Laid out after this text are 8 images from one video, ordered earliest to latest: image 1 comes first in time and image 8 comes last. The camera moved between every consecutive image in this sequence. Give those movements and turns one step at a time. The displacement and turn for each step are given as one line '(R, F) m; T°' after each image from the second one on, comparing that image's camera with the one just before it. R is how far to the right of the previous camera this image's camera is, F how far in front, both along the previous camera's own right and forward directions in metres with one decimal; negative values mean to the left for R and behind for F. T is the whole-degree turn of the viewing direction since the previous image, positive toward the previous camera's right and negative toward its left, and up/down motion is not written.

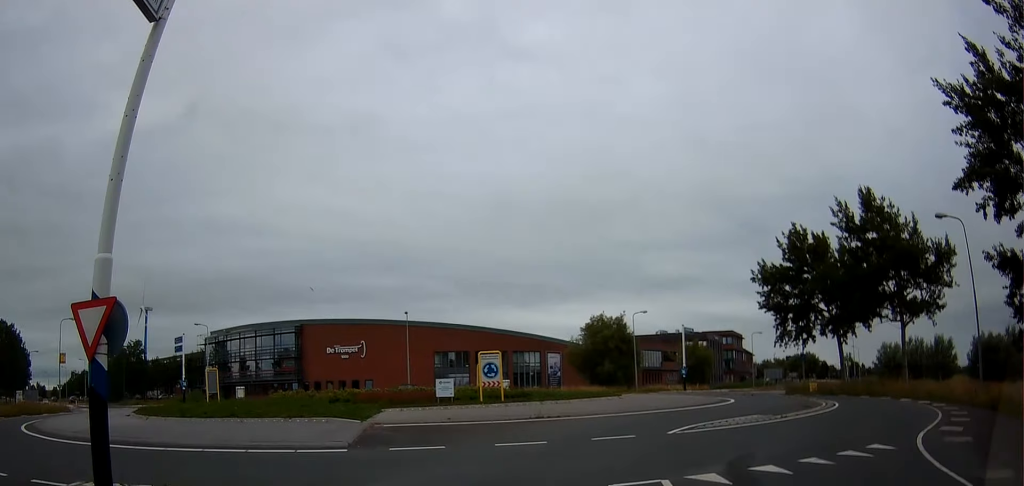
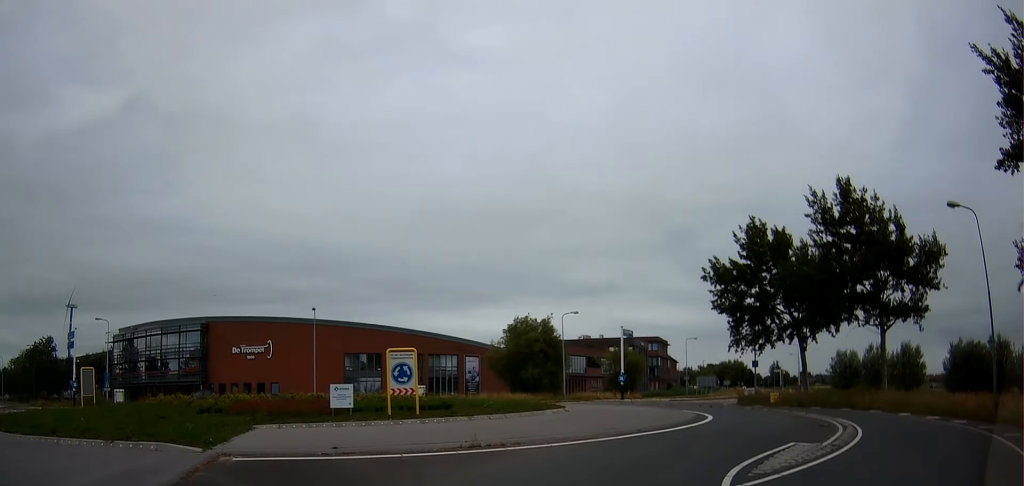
(+0.2, +6.5) m; +12°
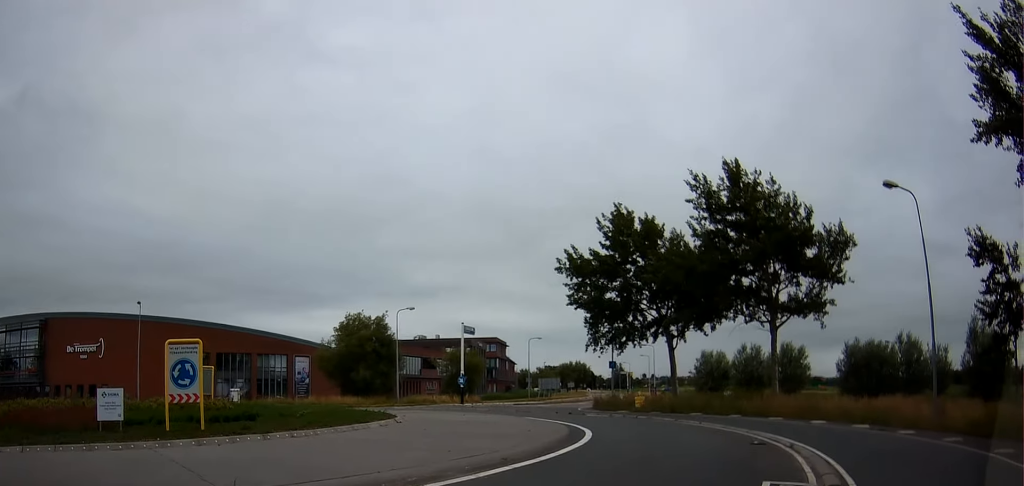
(+0.7, +4.9) m; +15°
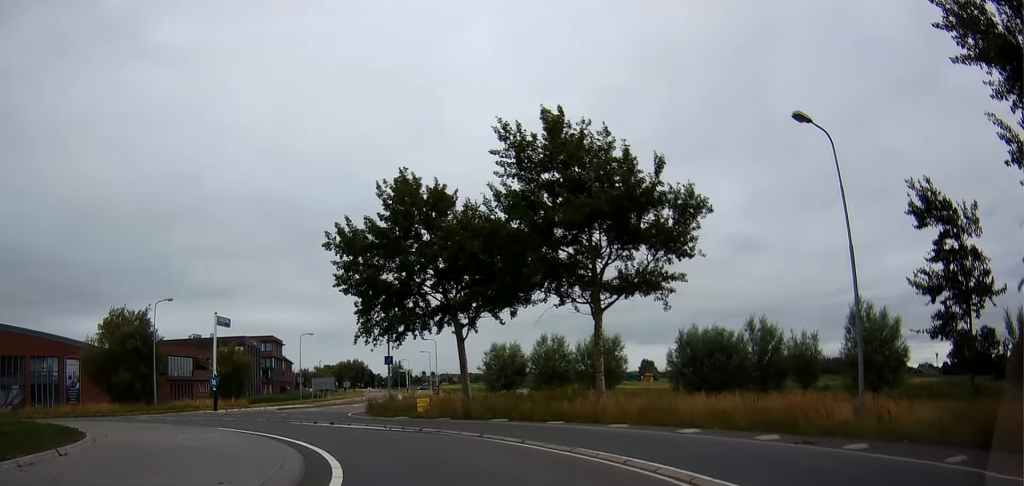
(+1.0, +6.9) m; +12°
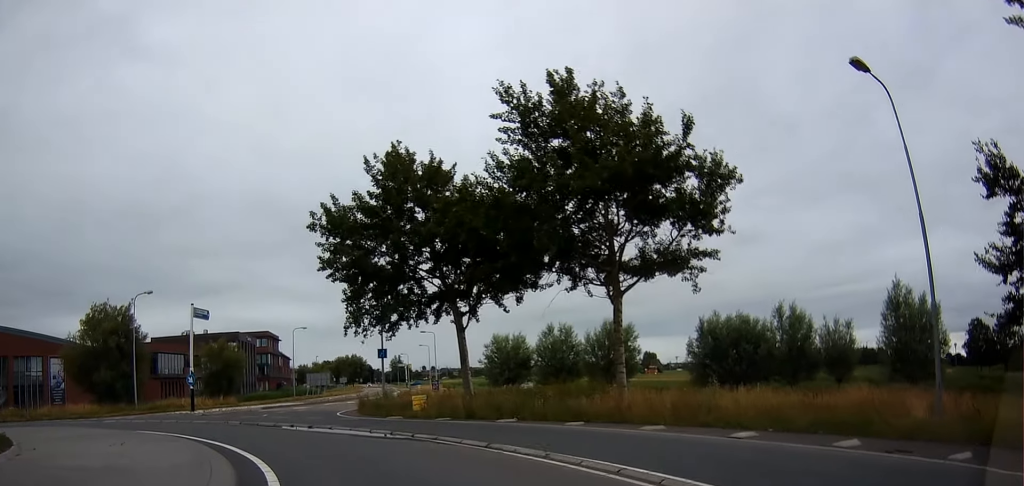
(0.0, +3.2) m; 0°
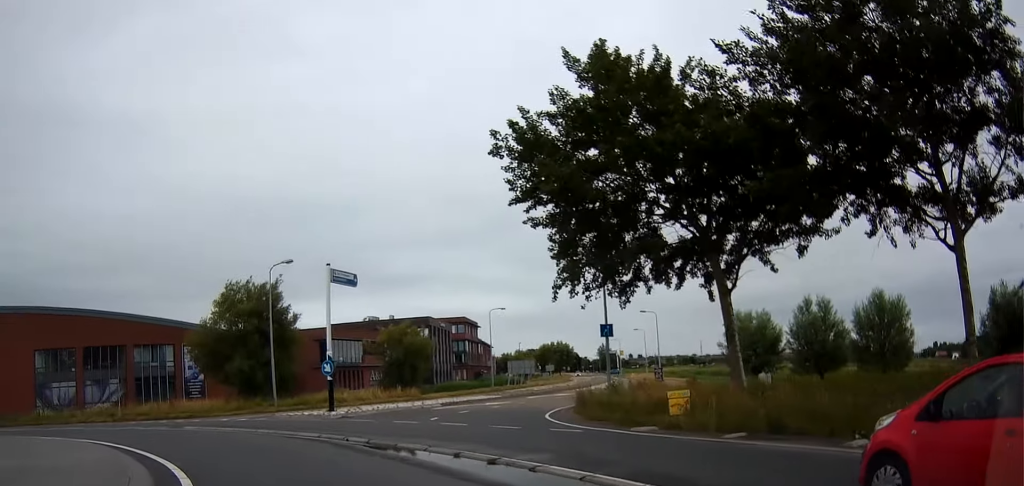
(-0.3, +9.4) m; -12°
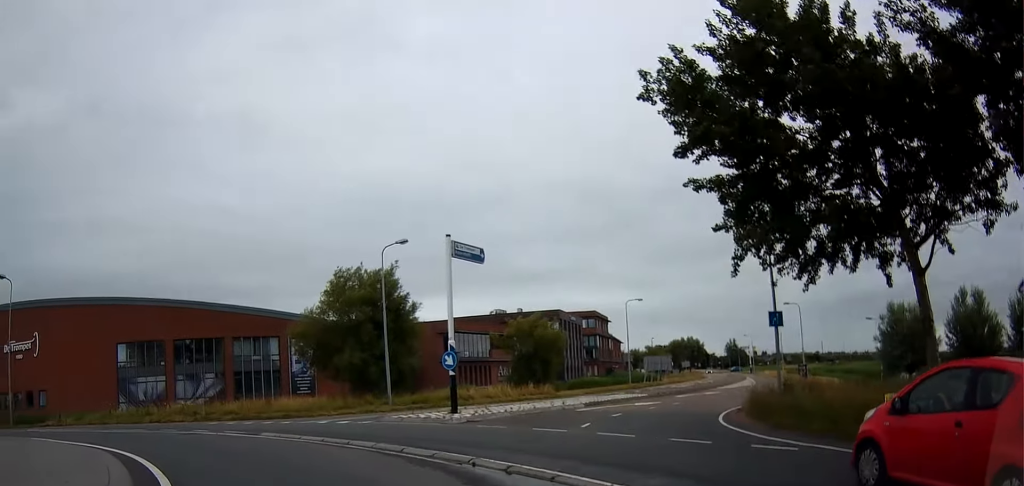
(-0.4, +4.1) m; -11°
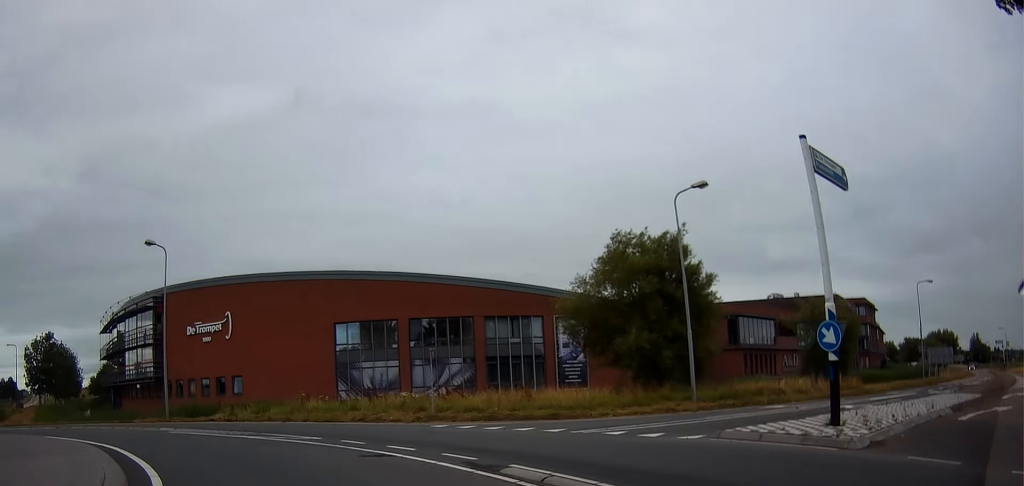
(-1.4, +7.8) m; -24°
